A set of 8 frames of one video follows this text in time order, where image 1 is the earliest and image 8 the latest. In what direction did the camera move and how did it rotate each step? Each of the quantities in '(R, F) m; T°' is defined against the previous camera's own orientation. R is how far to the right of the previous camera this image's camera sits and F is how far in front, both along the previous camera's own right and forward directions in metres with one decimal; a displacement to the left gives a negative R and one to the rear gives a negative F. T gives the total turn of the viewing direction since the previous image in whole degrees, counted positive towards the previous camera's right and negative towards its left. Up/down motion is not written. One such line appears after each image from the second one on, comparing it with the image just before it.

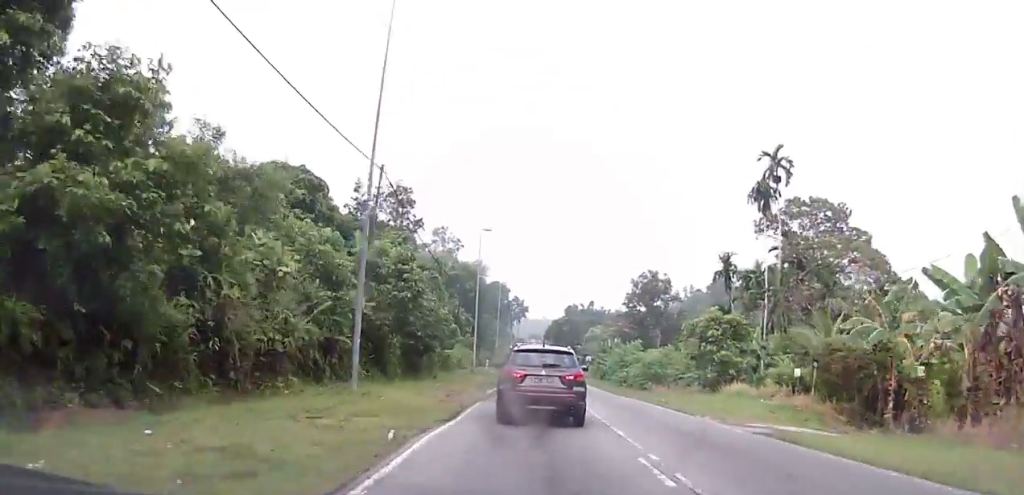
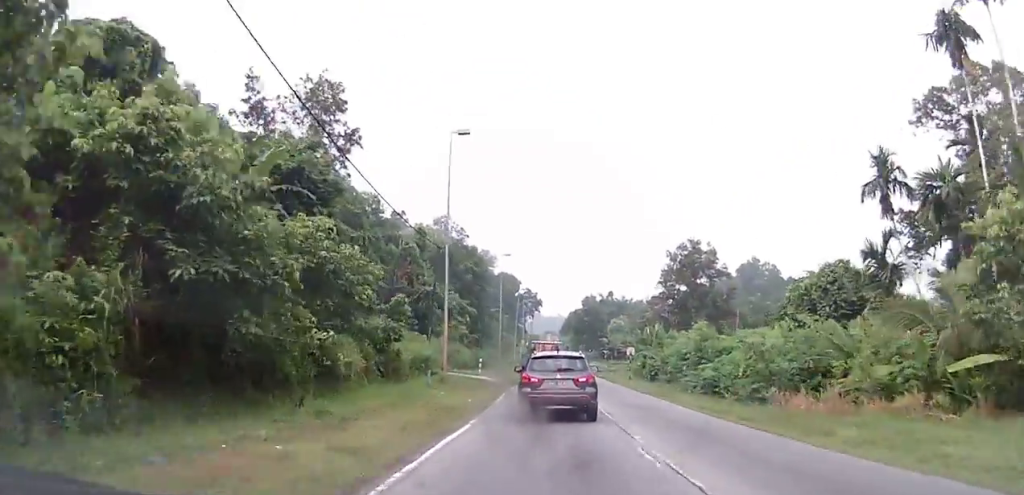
(-0.1, +25.3) m; +1°
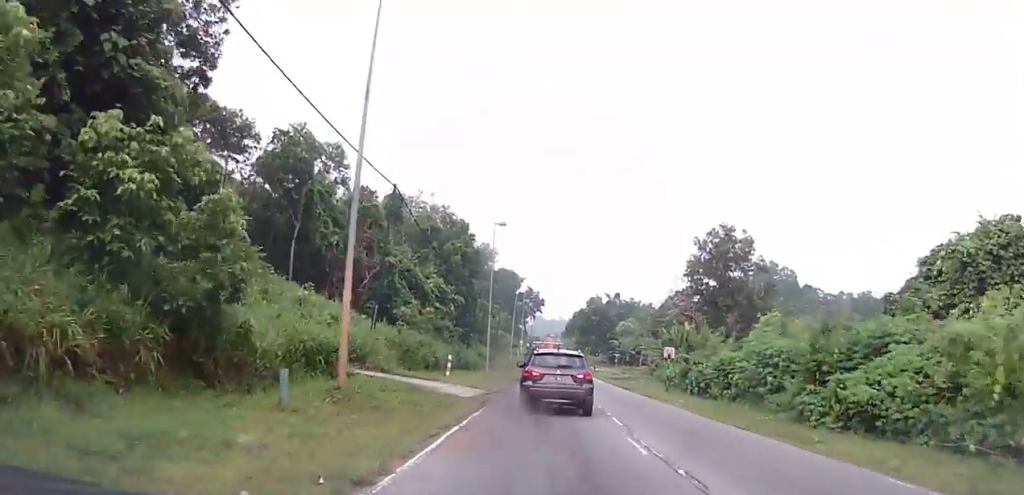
(-0.3, +16.6) m; +1°
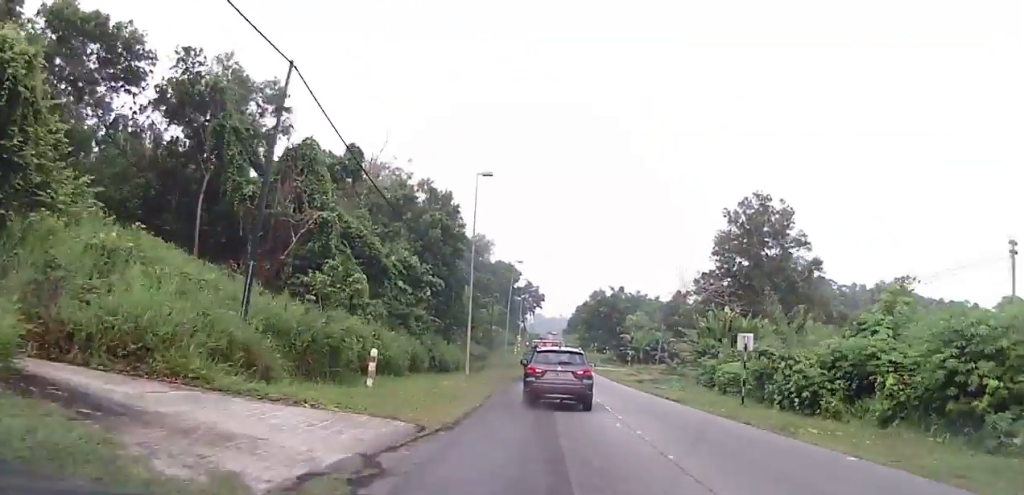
(+0.5, +14.8) m; 0°
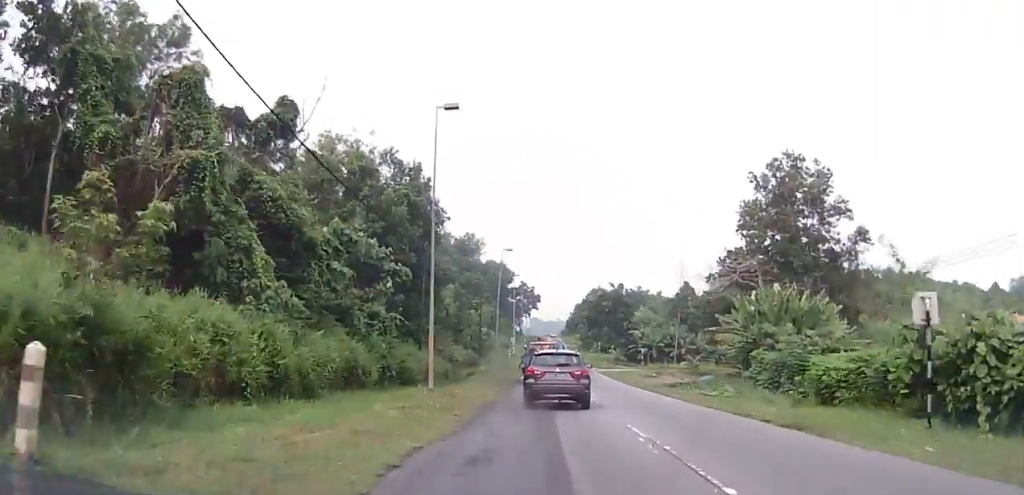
(-0.5, +12.5) m; -2°
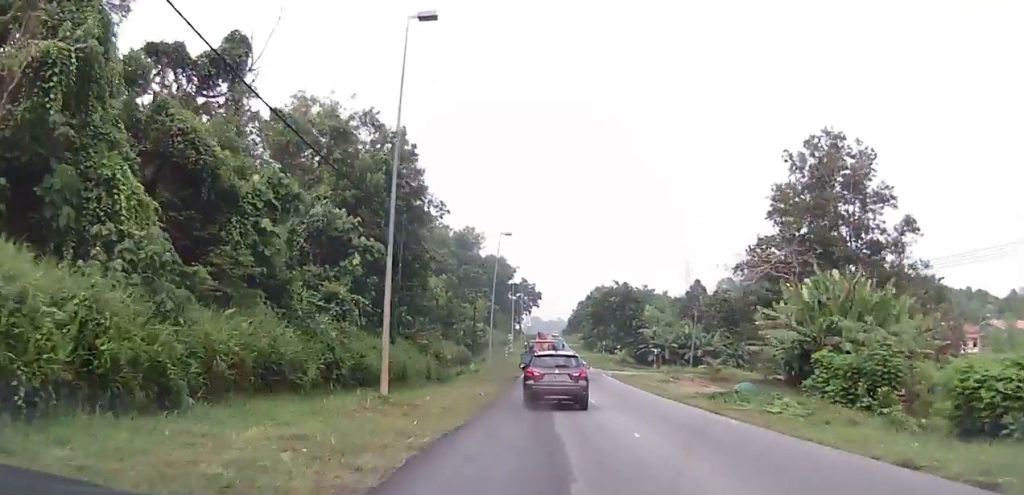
(+0.1, +8.3) m; +1°
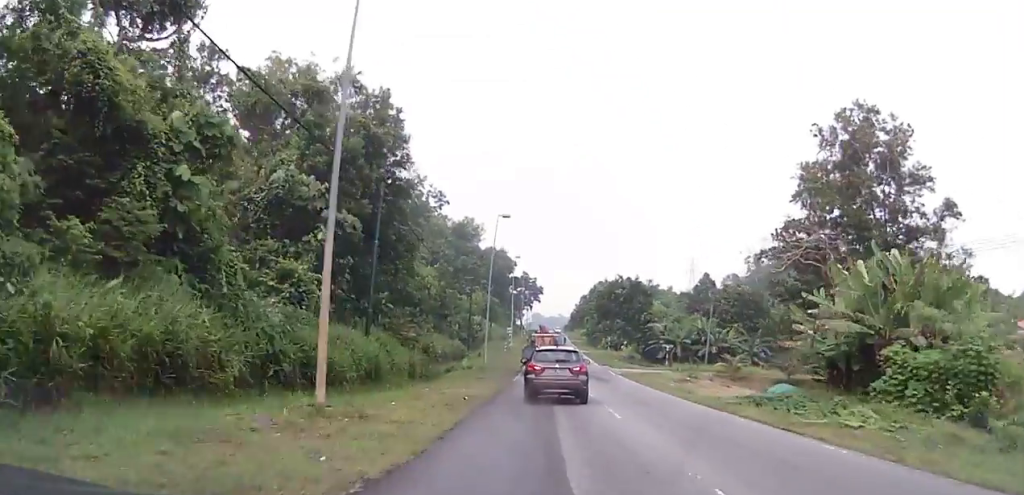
(0.0, +5.8) m; 0°
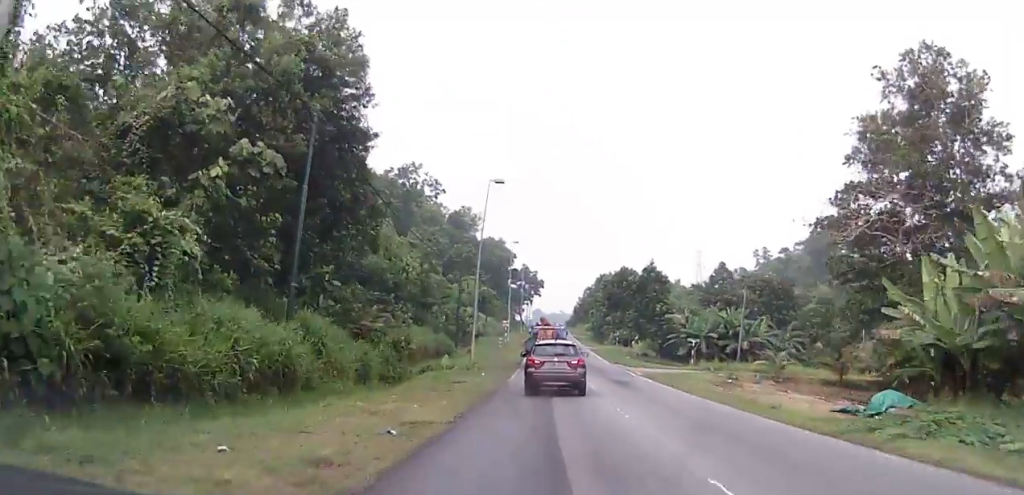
(0.0, +10.2) m; 0°
